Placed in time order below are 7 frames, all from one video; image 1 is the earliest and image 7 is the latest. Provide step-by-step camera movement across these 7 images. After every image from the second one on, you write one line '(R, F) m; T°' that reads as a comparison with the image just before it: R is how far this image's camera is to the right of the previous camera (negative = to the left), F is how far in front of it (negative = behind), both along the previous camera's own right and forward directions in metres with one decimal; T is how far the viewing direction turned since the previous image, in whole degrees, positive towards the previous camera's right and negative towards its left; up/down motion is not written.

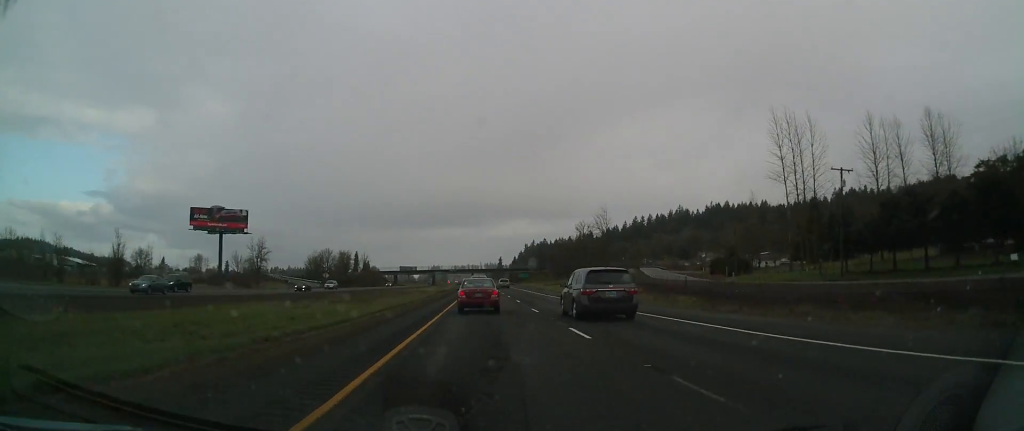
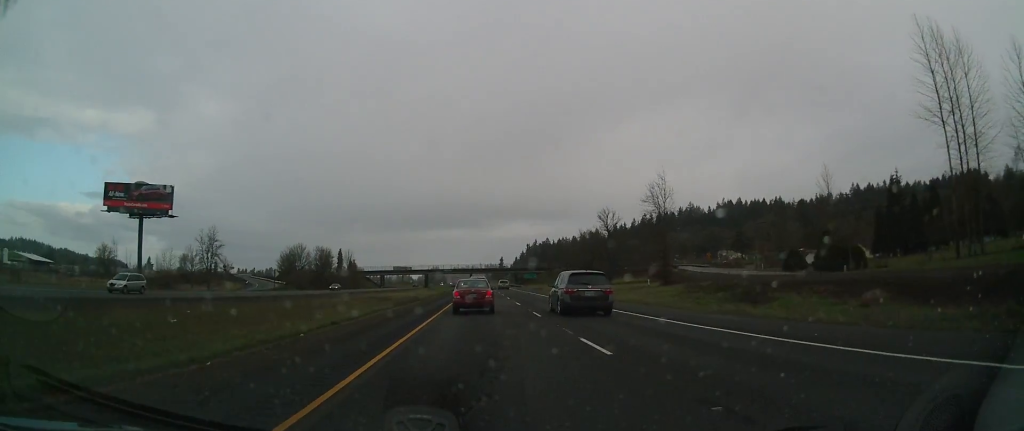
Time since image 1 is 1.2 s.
(+0.4, +39.0) m; +1°
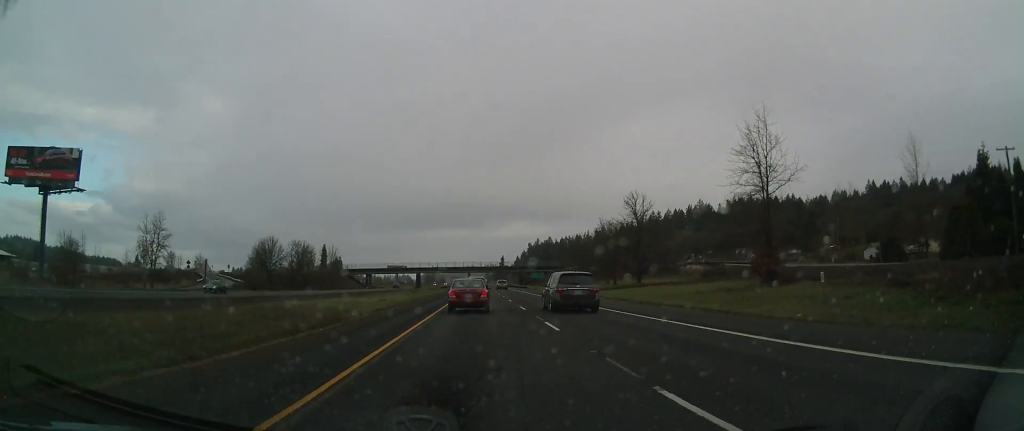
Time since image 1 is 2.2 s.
(0.0, +30.7) m; 0°
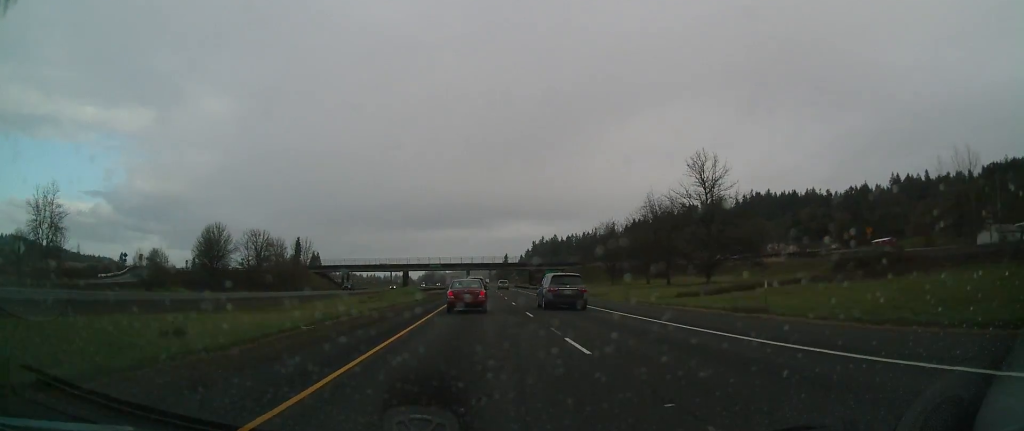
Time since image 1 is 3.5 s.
(+0.3, +41.6) m; 0°
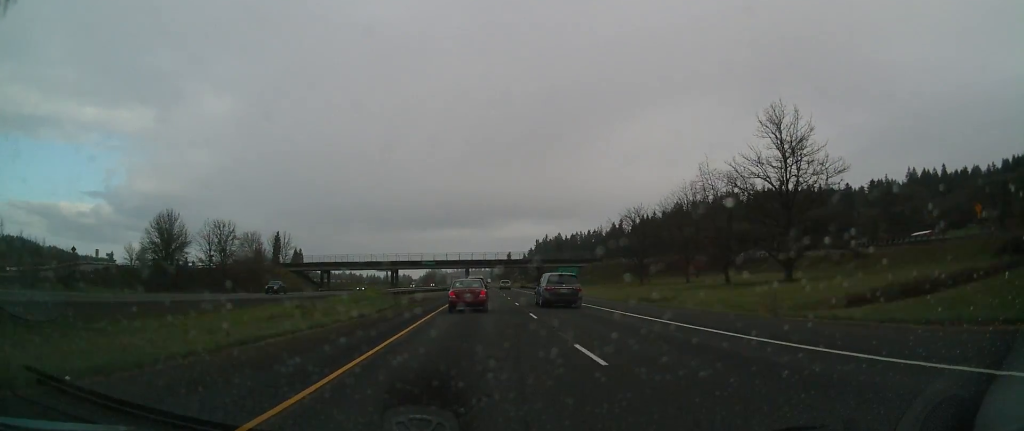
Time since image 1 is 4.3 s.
(-0.1, +25.7) m; 0°
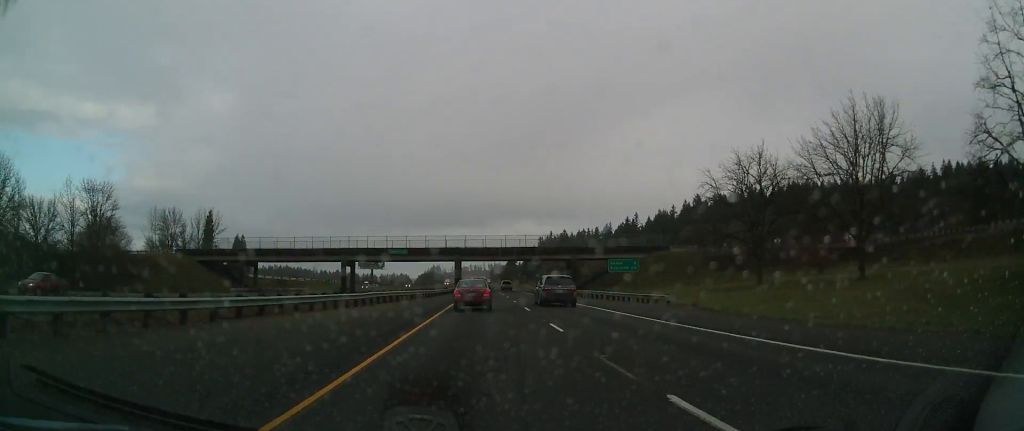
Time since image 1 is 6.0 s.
(-0.5, +53.8) m; -1°
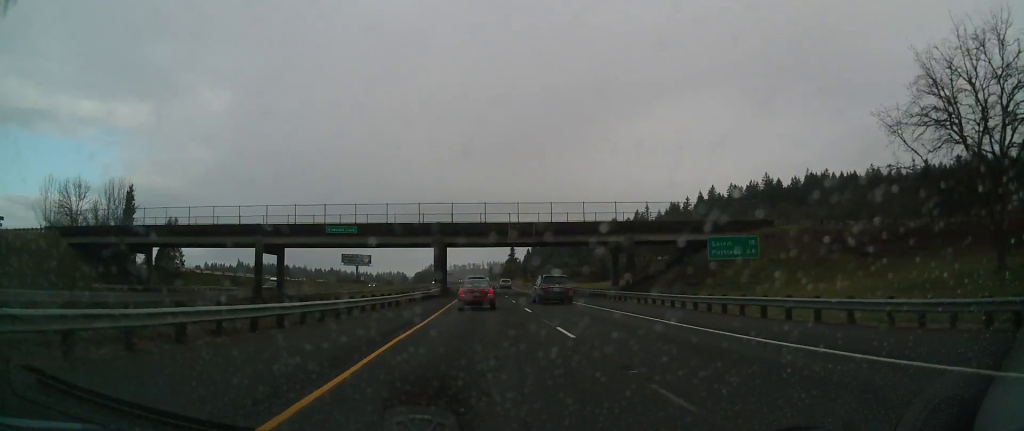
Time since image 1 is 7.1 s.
(-0.1, +37.8) m; 0°
